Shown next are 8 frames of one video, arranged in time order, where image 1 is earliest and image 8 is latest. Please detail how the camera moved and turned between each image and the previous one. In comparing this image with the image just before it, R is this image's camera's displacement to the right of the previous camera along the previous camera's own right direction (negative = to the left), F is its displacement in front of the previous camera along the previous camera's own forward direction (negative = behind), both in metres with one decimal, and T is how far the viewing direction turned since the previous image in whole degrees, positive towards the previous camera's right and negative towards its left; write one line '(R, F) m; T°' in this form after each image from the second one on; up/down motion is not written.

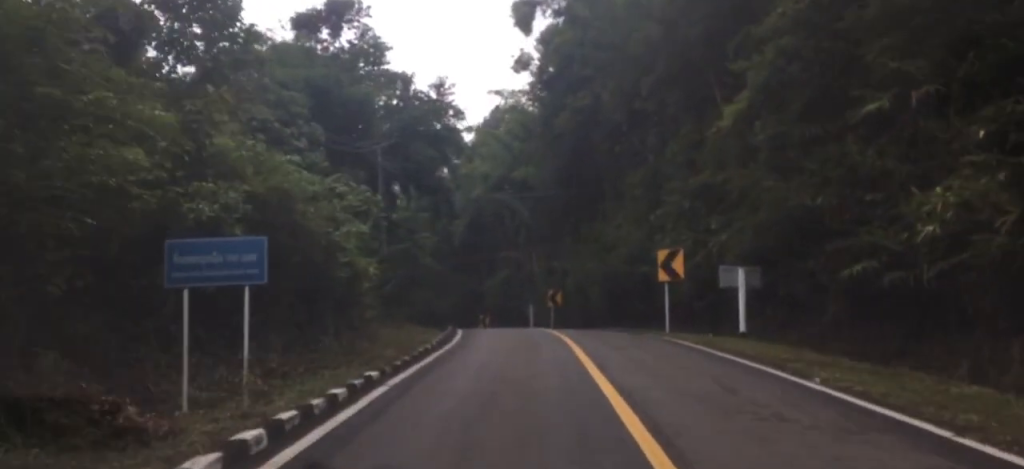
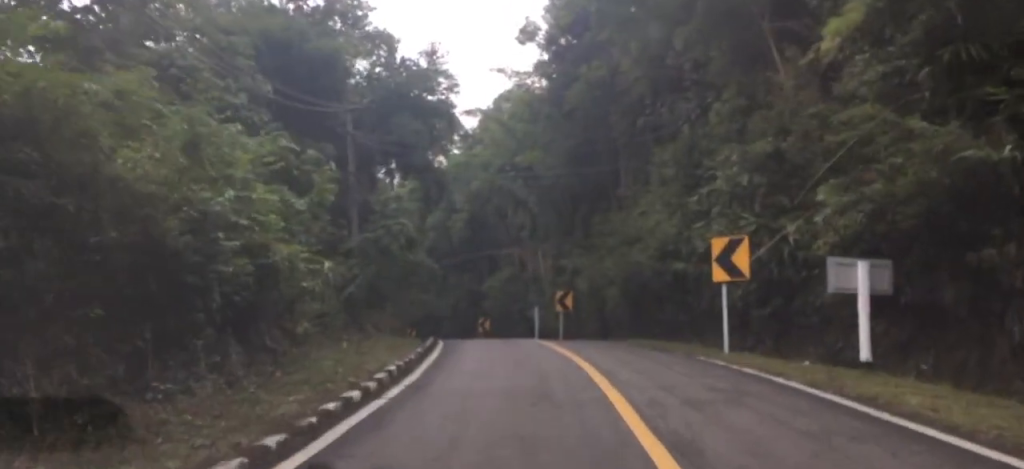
(0.0, +9.1) m; +3°
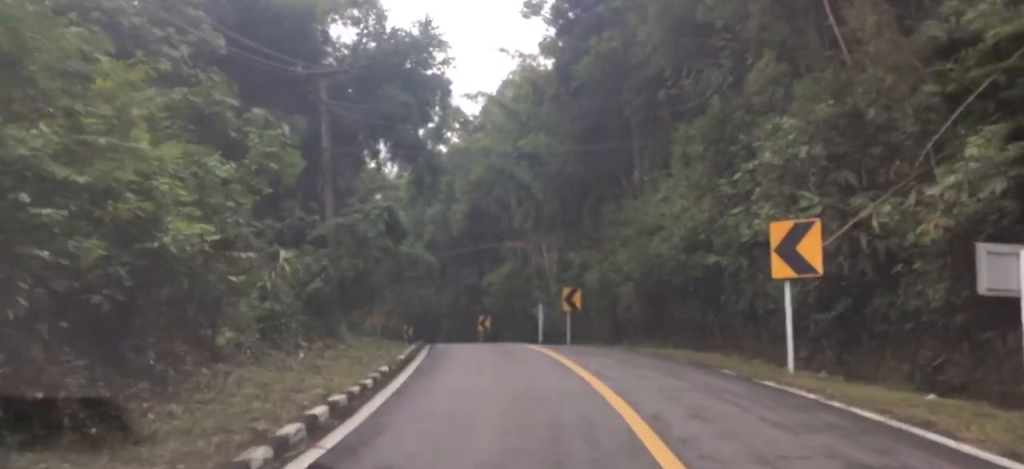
(+0.3, +5.6) m; -2°
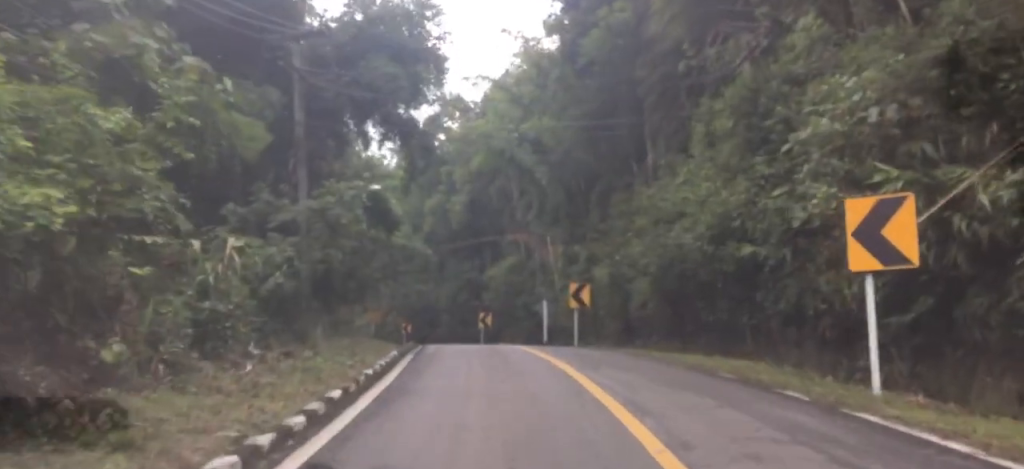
(+0.3, +4.3) m; -1°
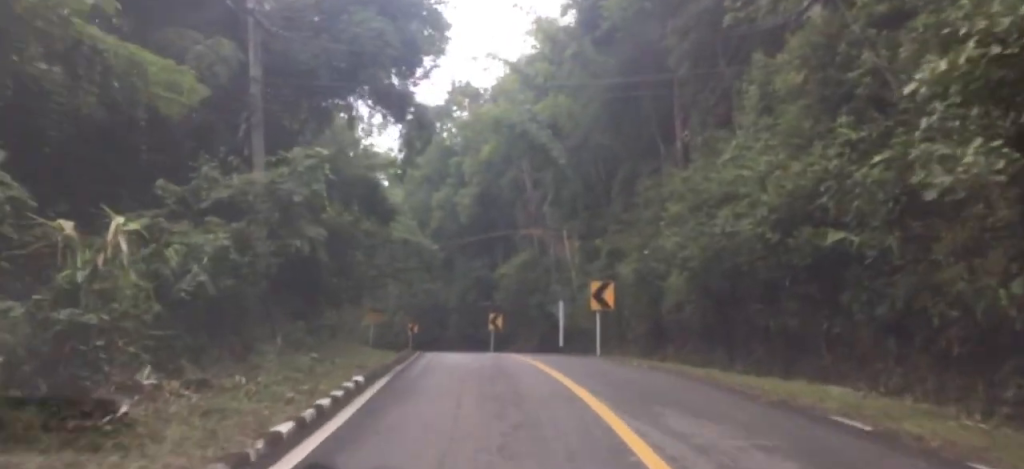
(-0.6, +5.5) m; -2°
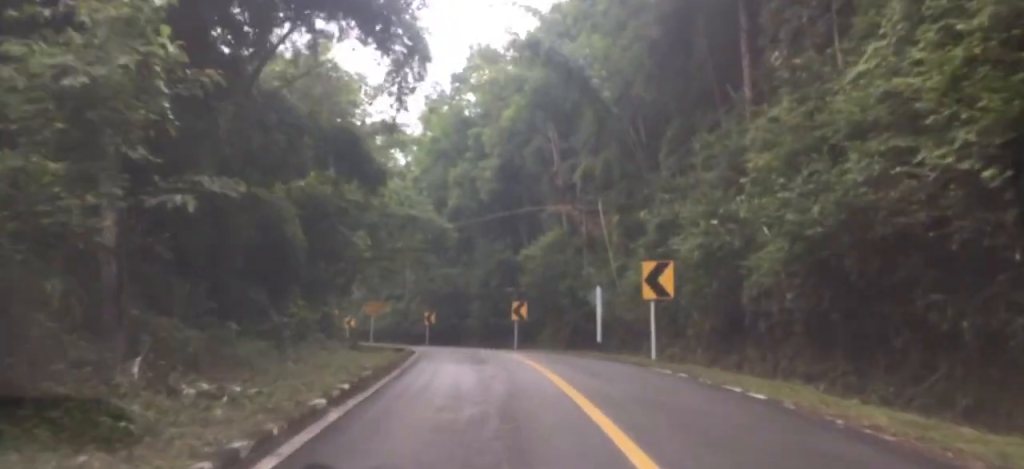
(-0.2, +8.7) m; -3°
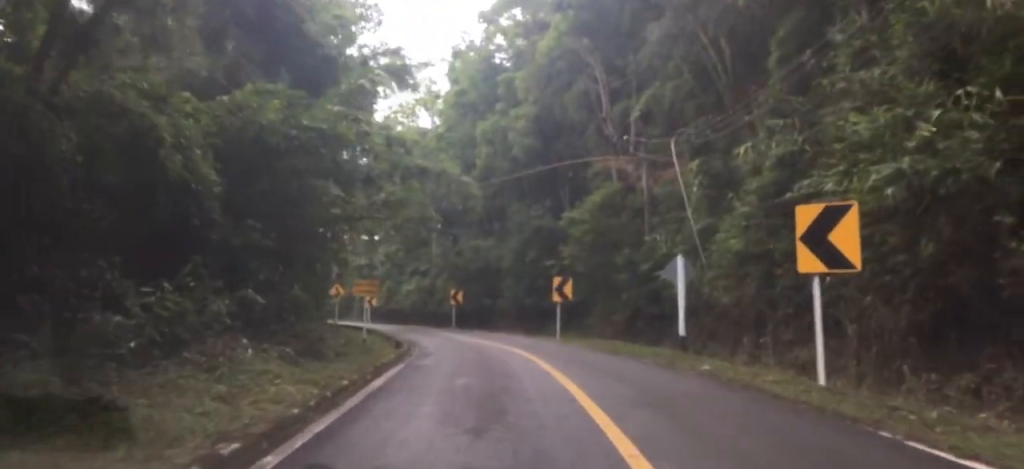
(-0.5, +12.2) m; +1°
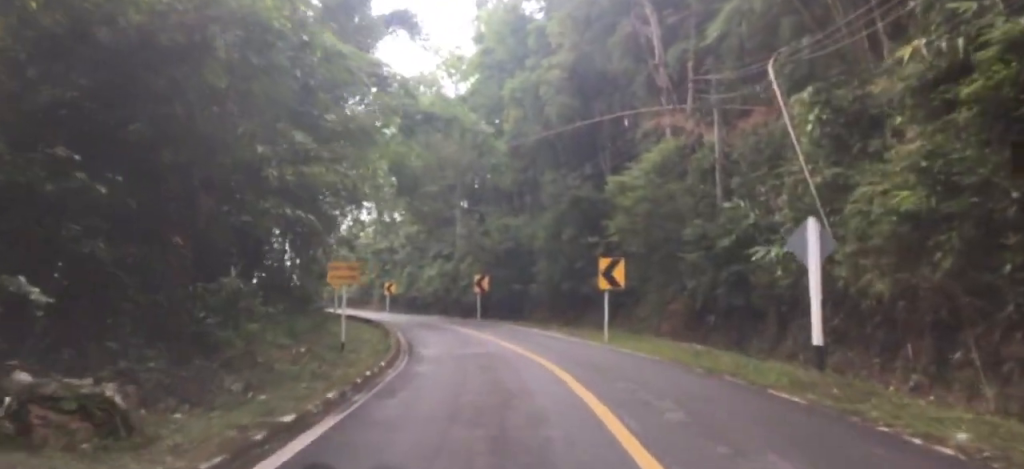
(+0.8, +10.5) m; +1°
